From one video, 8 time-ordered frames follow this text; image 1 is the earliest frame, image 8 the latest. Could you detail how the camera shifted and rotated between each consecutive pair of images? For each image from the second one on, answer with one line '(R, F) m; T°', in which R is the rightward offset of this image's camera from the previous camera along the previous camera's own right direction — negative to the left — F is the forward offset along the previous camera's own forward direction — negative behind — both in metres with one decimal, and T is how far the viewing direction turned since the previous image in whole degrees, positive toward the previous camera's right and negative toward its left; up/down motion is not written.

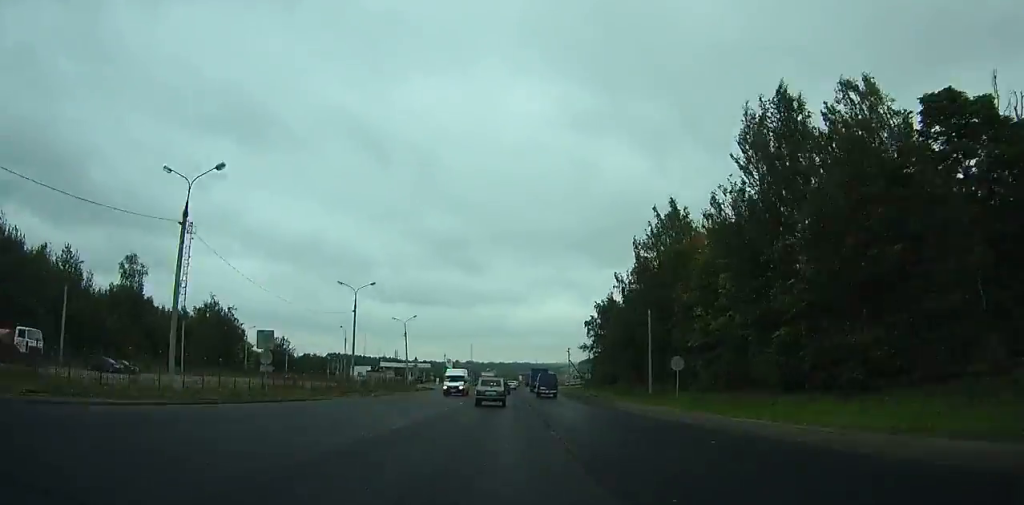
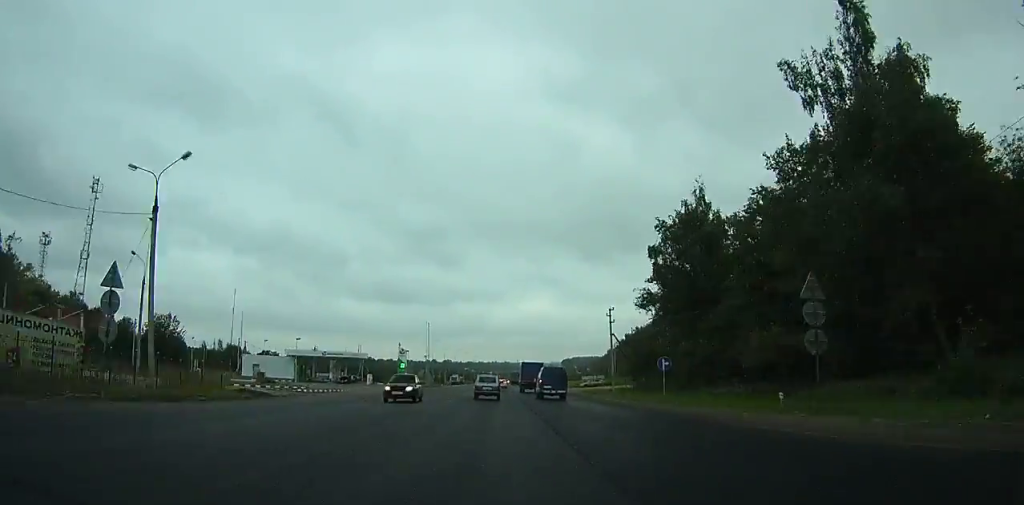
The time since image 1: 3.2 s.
(+3.3, +65.8) m; +11°
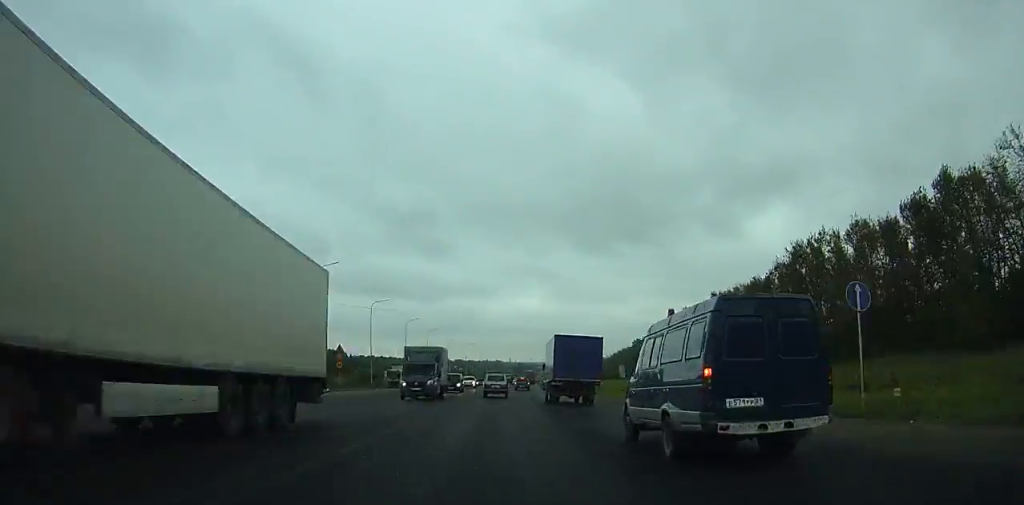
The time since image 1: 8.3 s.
(-13.7, +105.1) m; -23°
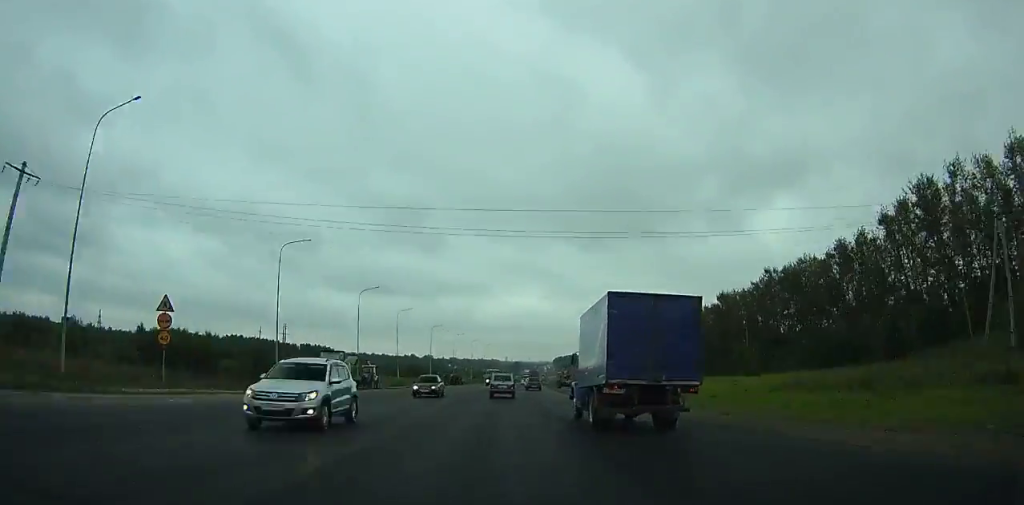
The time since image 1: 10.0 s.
(-3.1, +37.4) m; +2°
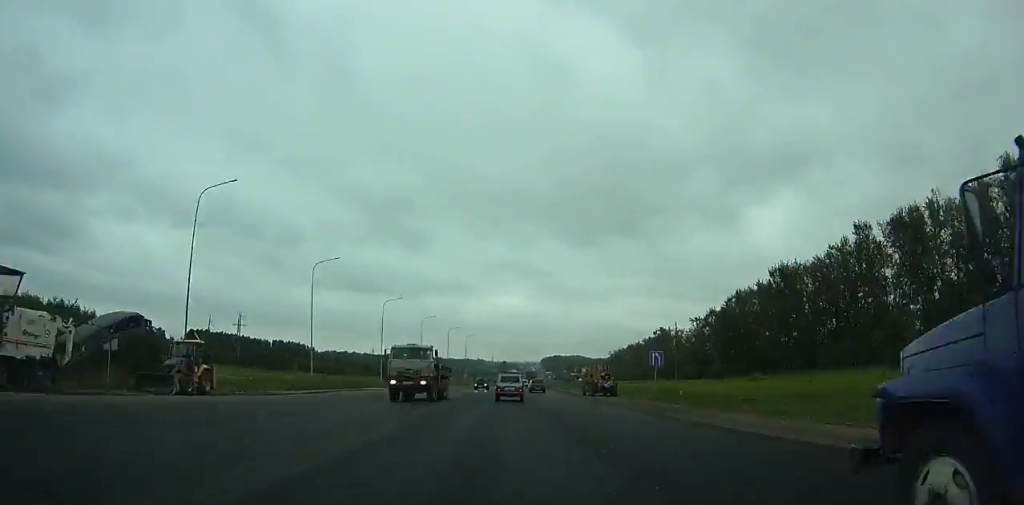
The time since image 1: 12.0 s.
(-4.6, +43.7) m; +14°
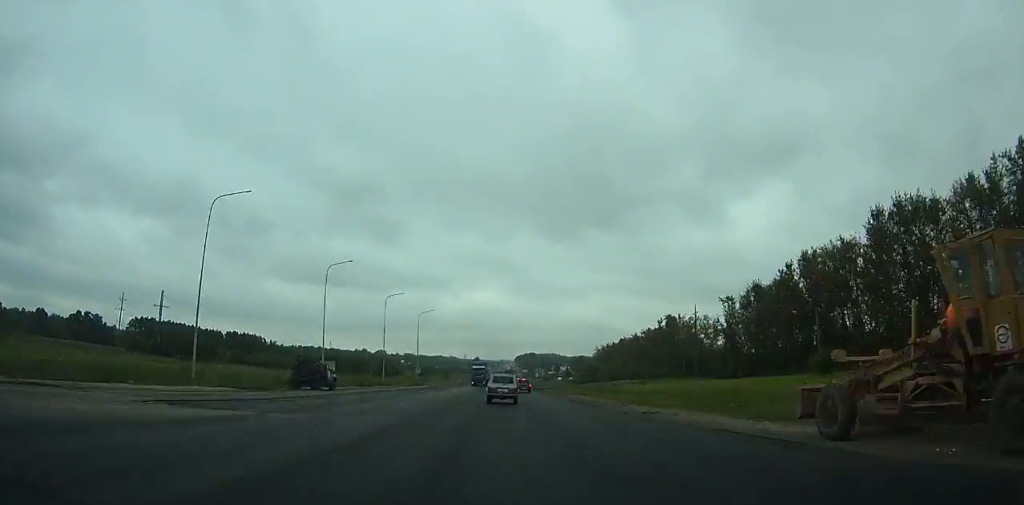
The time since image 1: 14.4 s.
(+17.6, +46.8) m; +11°
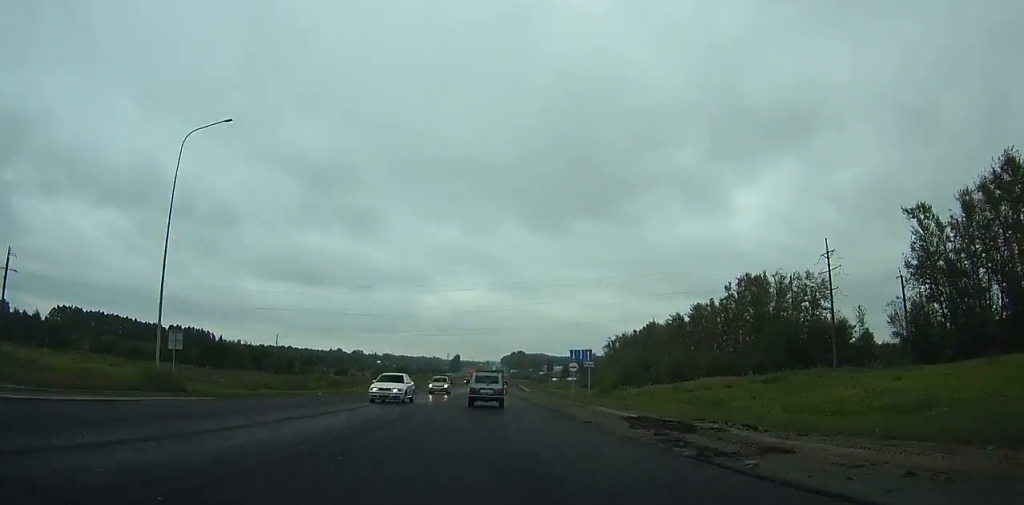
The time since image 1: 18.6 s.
(-4.4, +80.7) m; -6°
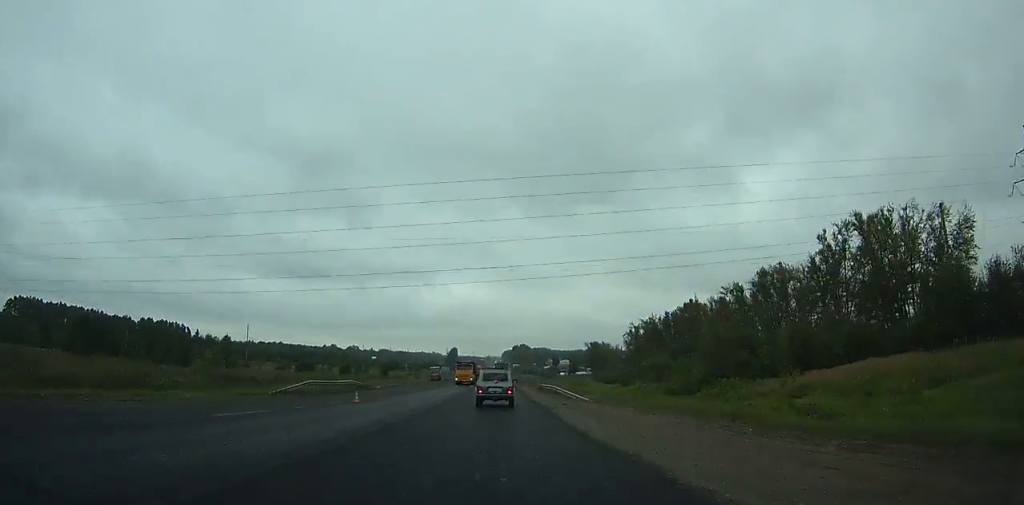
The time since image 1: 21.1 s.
(0.0, +44.1) m; 0°
